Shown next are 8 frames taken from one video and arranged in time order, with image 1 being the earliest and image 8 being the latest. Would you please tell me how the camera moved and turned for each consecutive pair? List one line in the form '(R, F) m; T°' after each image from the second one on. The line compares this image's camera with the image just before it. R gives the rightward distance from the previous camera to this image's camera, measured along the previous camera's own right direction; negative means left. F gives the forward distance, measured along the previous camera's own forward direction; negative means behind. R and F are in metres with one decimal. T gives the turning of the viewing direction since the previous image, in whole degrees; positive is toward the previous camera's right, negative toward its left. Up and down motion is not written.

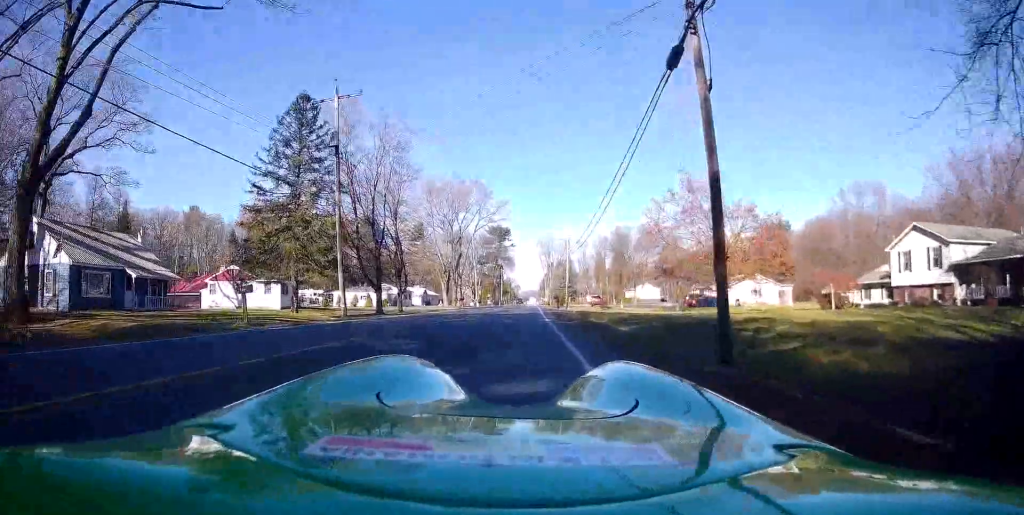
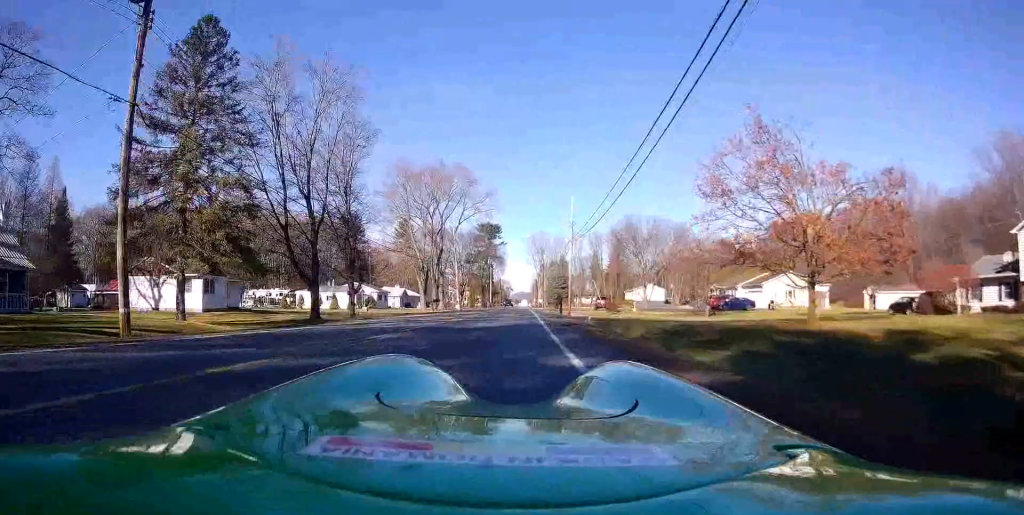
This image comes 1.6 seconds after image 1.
(-0.2, +14.9) m; -1°
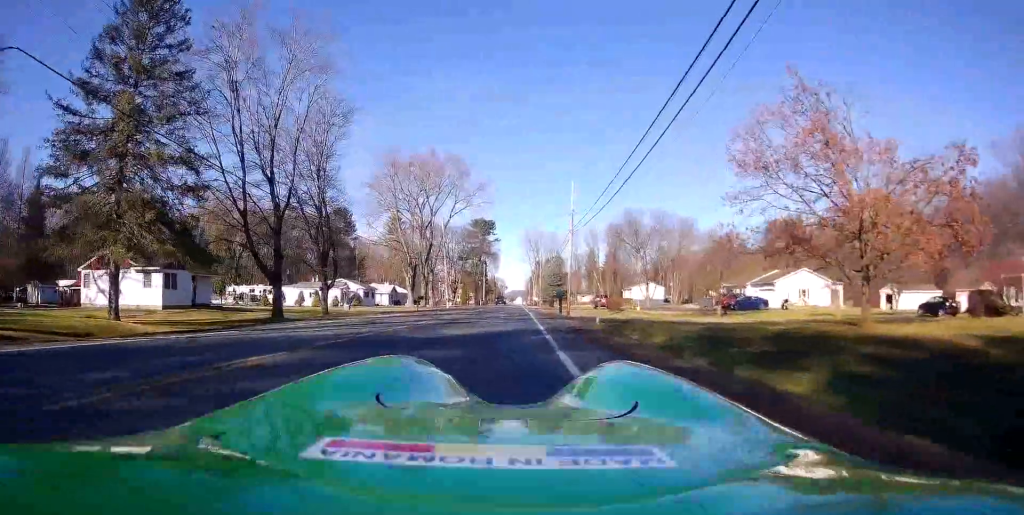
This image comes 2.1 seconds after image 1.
(-0.1, +5.1) m; +2°
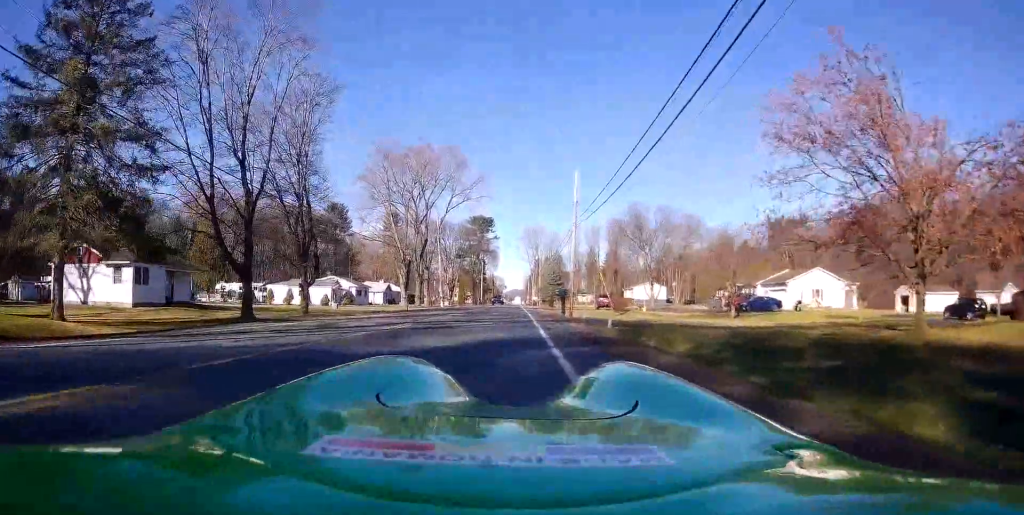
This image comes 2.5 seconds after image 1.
(+0.1, +3.9) m; 0°
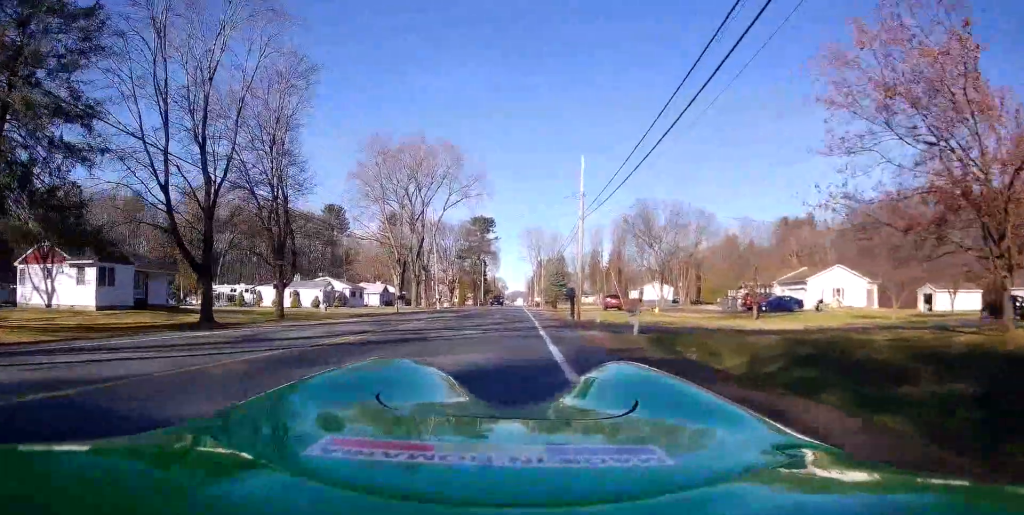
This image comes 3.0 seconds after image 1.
(+0.2, +4.2) m; 0°
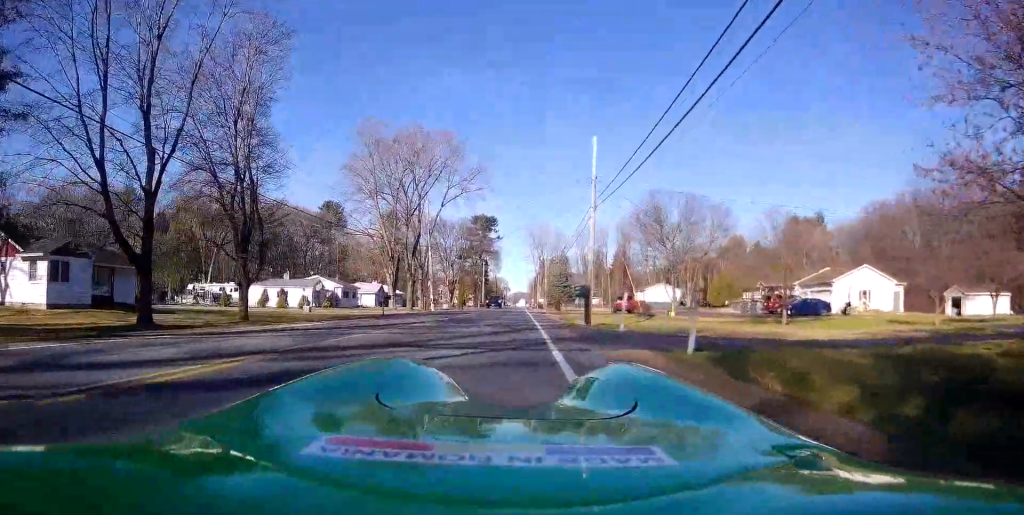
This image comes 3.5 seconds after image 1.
(0.0, +4.9) m; -1°
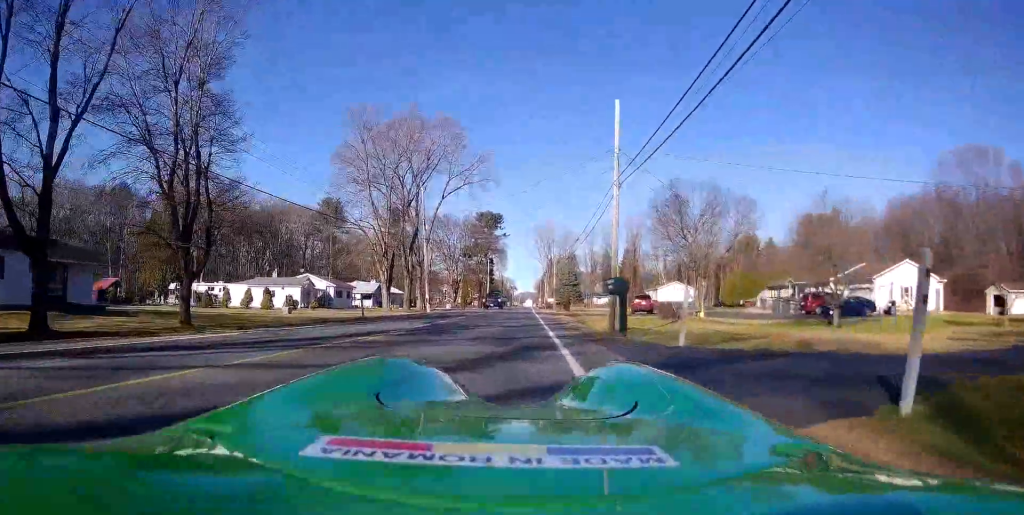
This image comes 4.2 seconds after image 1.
(-0.3, +6.0) m; -3°
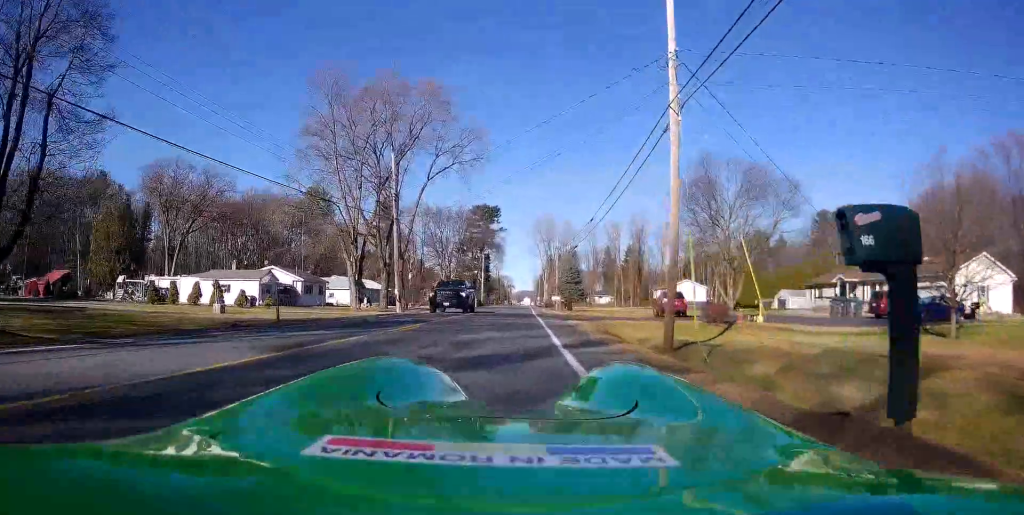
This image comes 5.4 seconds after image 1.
(0.0, +10.7) m; +1°
